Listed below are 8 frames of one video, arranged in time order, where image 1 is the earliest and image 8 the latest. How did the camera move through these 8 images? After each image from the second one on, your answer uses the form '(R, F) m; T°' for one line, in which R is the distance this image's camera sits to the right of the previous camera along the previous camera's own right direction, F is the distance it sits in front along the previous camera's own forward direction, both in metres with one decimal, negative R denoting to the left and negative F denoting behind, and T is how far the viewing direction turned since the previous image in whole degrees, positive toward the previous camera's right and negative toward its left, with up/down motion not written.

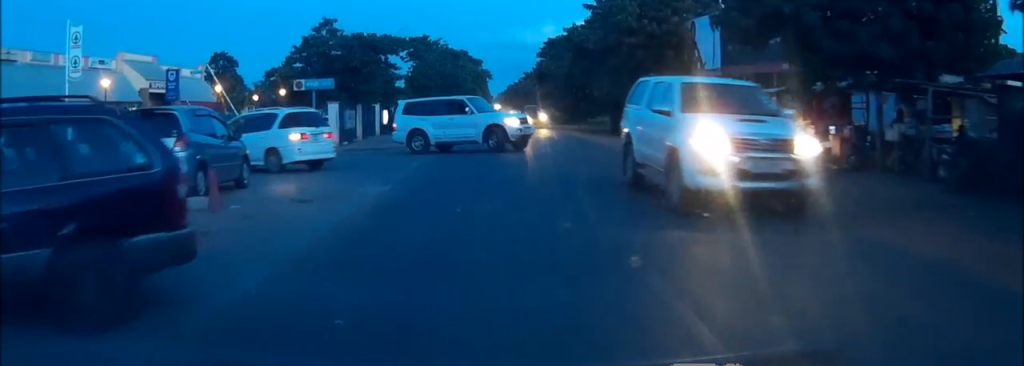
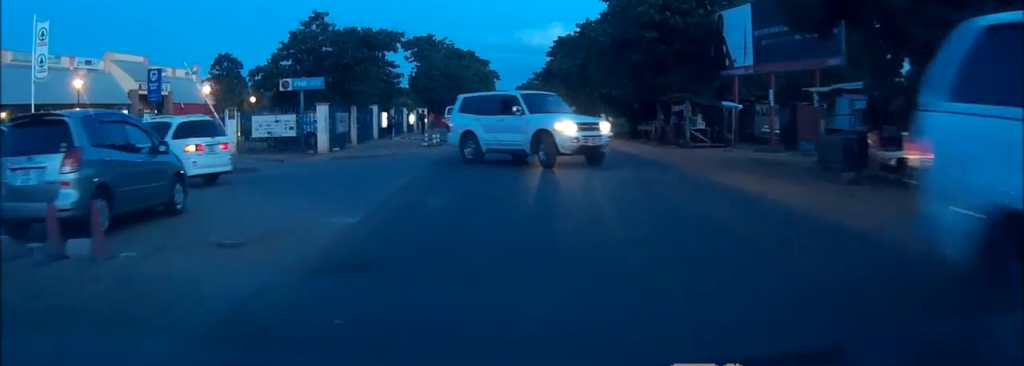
(-0.1, +3.5) m; -1°
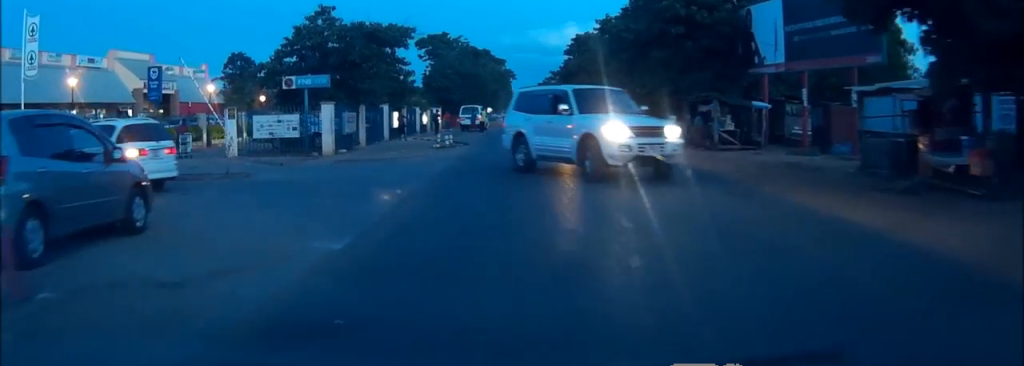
(0.0, +1.8) m; 0°
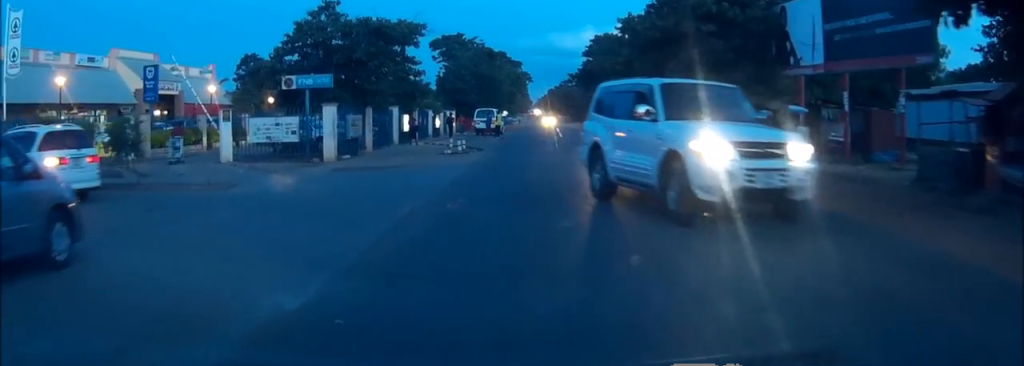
(0.0, +2.2) m; 0°
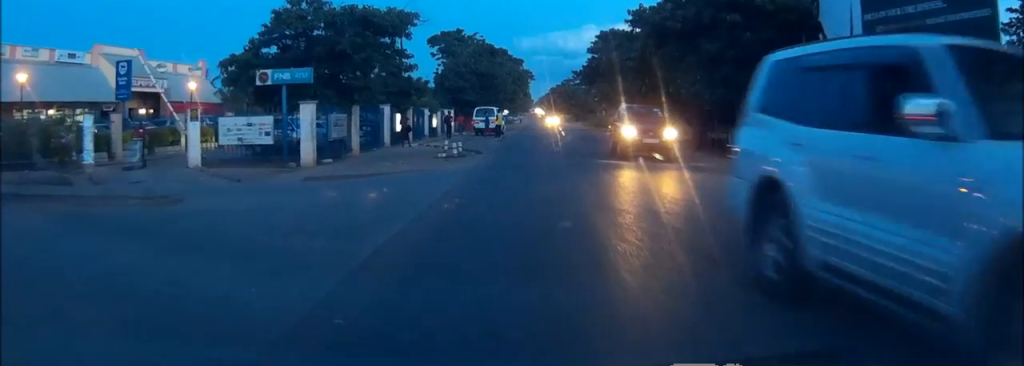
(0.0, +3.1) m; -1°
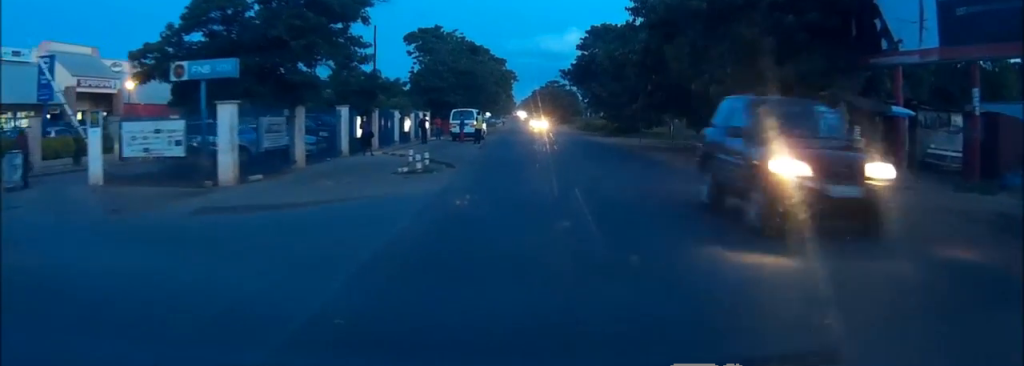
(-0.1, +5.7) m; 0°
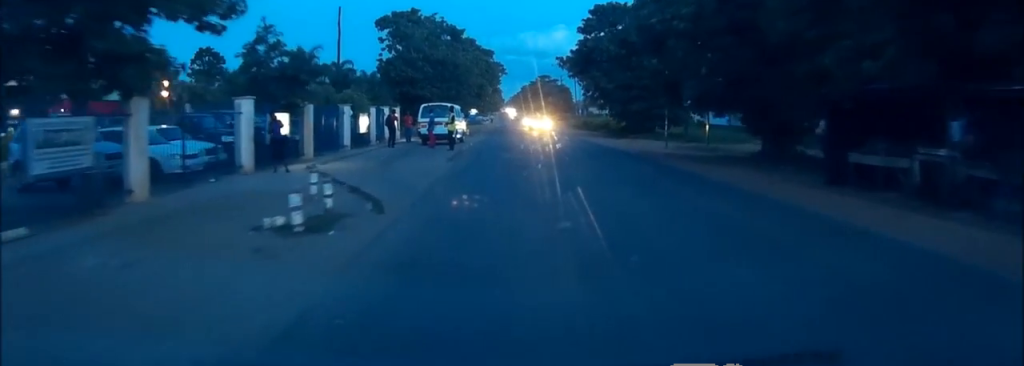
(+0.1, +10.2) m; 0°
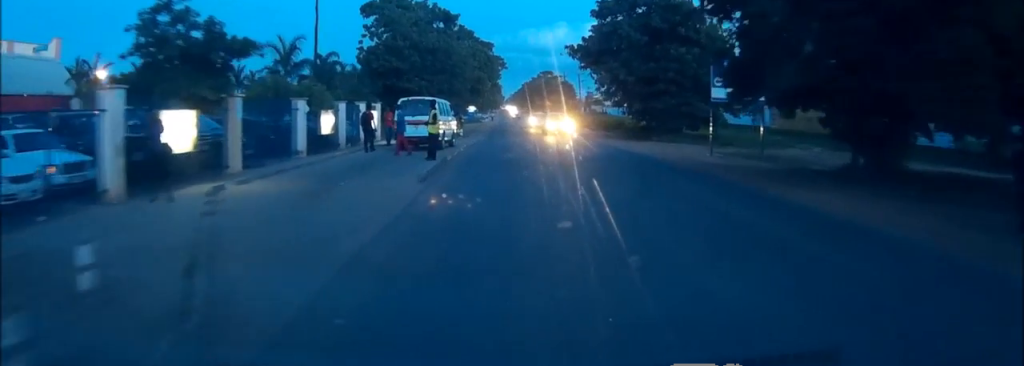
(0.0, +7.3) m; 0°
